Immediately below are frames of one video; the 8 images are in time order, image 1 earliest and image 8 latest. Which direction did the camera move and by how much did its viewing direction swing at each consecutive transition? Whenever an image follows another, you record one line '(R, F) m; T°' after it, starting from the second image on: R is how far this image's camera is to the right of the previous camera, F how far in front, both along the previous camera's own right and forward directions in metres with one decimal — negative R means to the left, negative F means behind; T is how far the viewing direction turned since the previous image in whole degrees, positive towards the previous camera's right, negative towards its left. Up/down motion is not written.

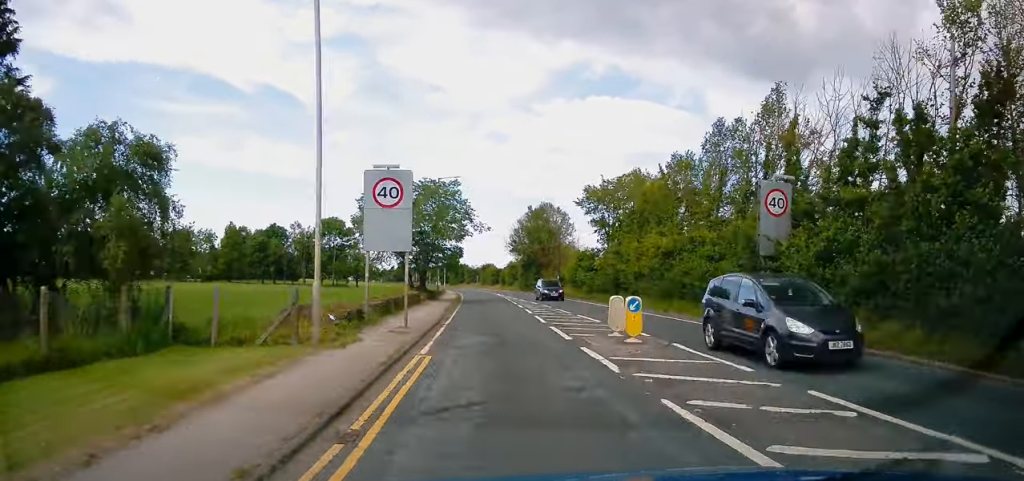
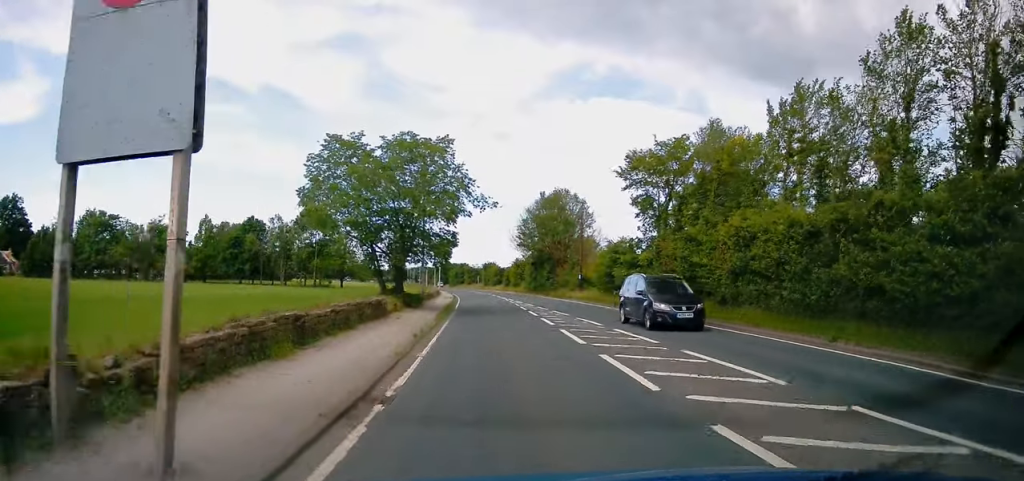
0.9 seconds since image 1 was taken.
(0.0, +13.7) m; +1°
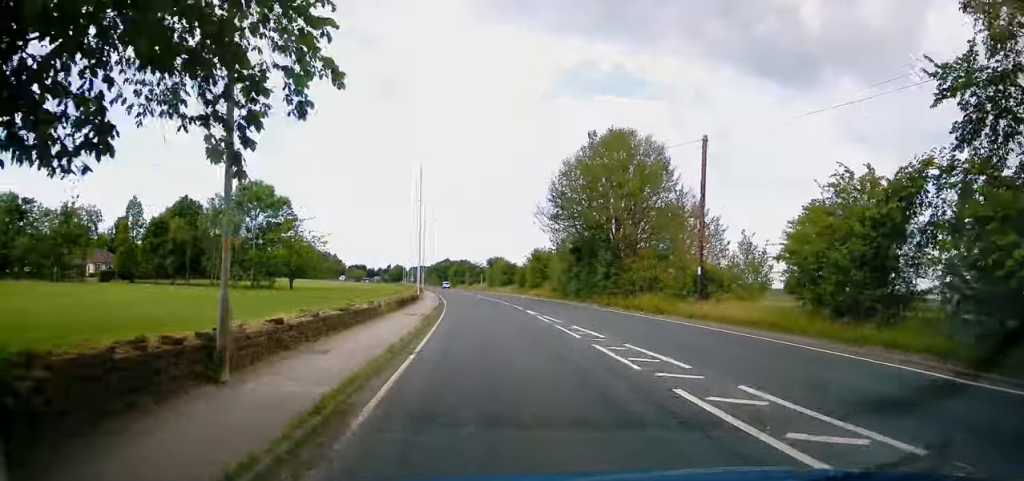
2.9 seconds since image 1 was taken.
(0.0, +28.6) m; -1°
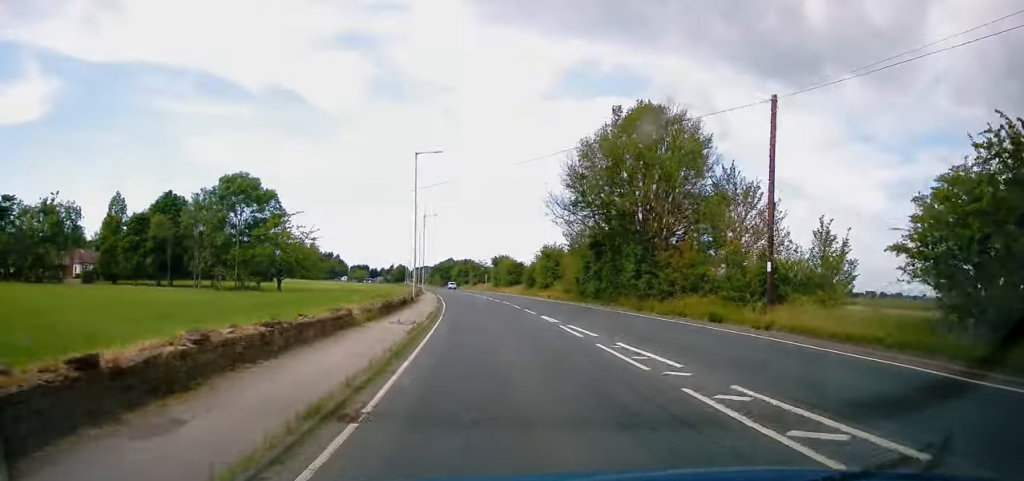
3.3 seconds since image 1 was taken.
(0.0, +6.3) m; 0°
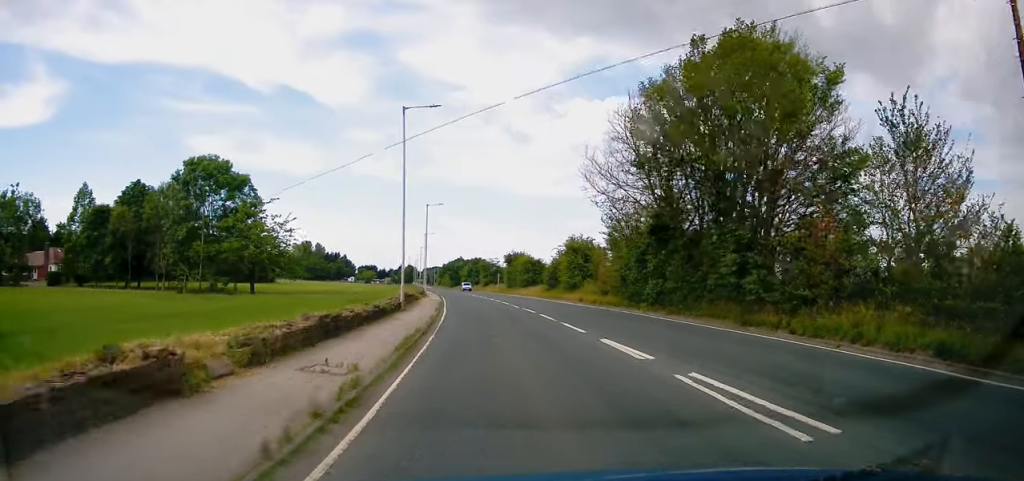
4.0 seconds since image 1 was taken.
(0.0, +10.8) m; -1°
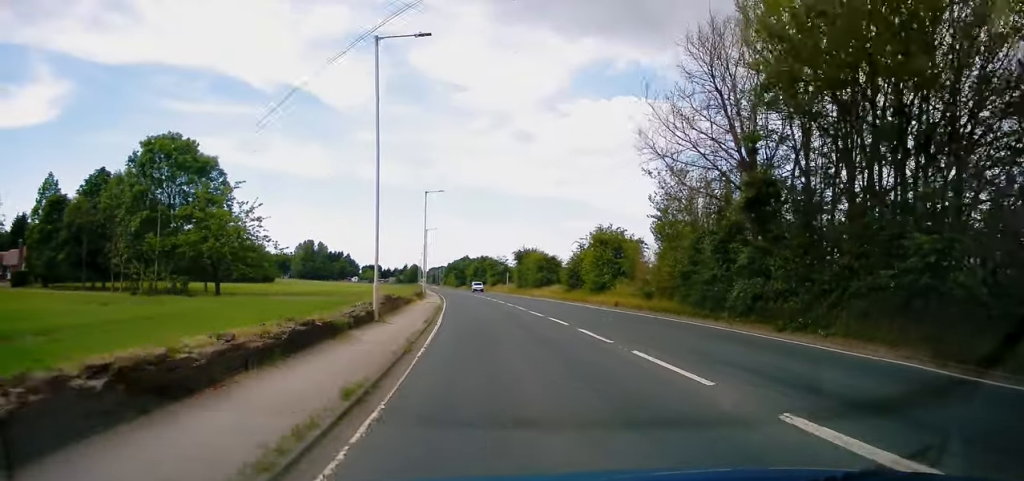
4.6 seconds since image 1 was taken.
(-0.1, +9.0) m; -1°
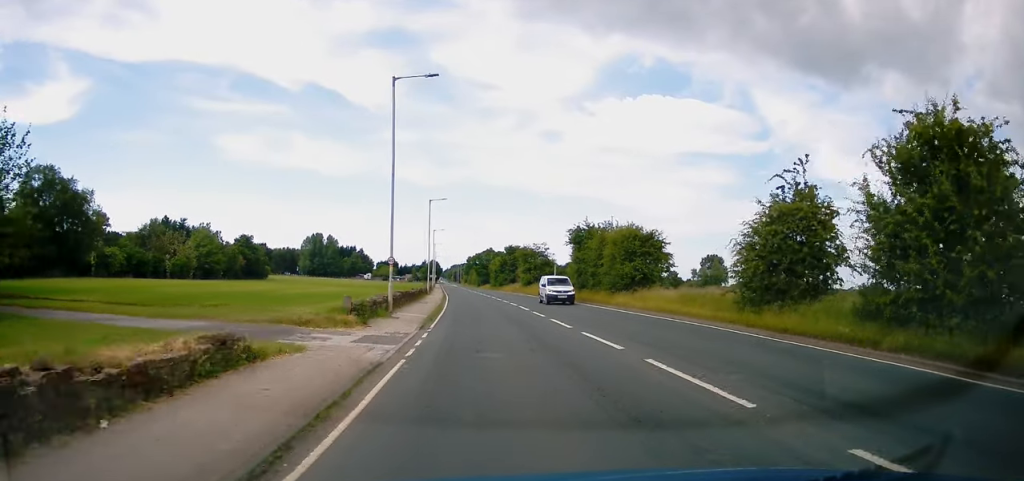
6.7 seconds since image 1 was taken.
(-0.7, +32.3) m; -2°
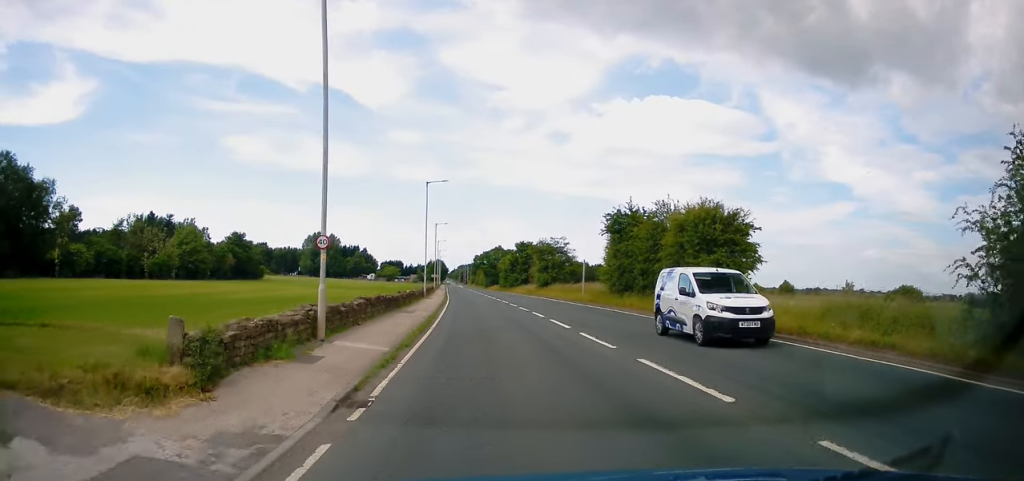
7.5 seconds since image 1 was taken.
(-0.1, +11.5) m; 0°
